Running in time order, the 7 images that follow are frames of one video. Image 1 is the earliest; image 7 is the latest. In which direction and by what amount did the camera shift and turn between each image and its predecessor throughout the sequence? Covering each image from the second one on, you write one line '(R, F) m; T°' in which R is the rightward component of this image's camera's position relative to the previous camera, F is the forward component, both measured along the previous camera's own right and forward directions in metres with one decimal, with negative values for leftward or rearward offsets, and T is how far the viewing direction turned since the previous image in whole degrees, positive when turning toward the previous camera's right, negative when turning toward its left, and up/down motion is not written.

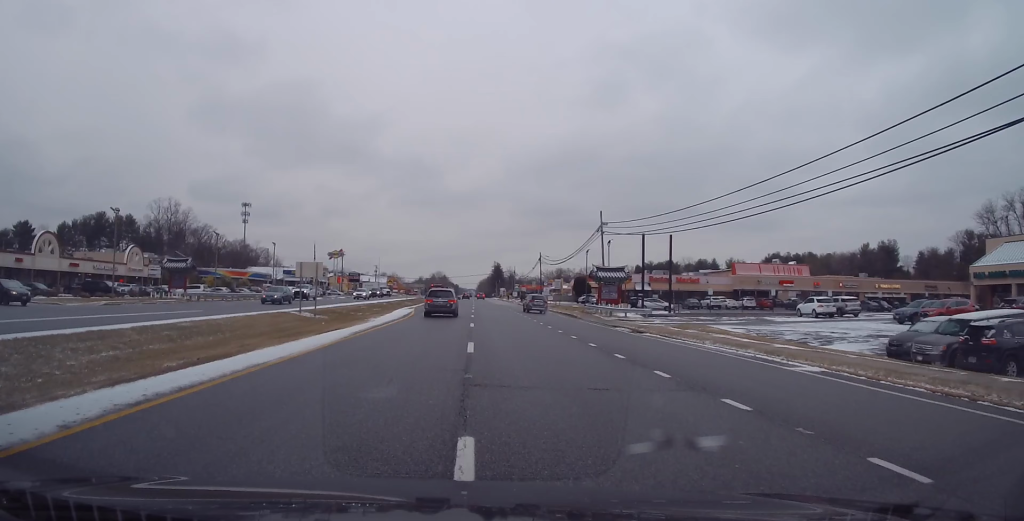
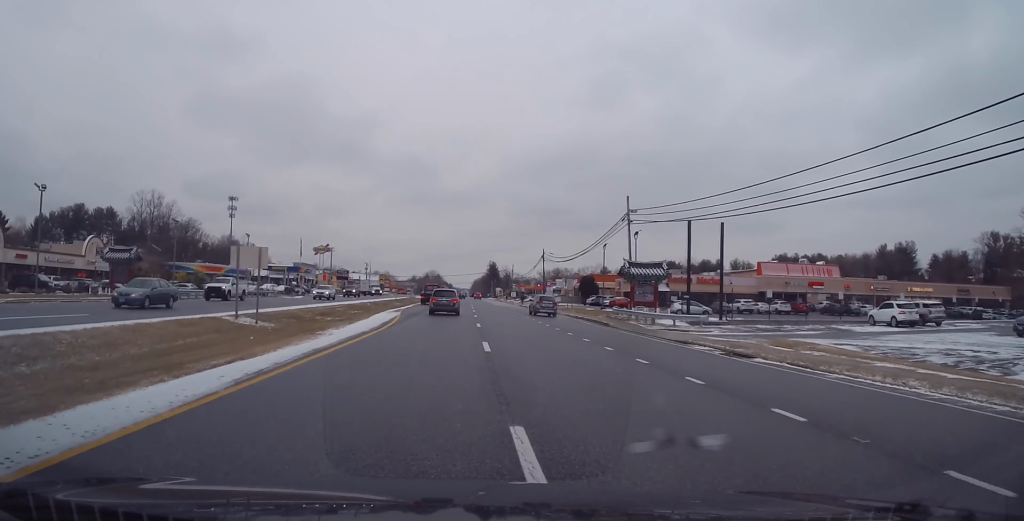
(+0.1, +11.5) m; 0°
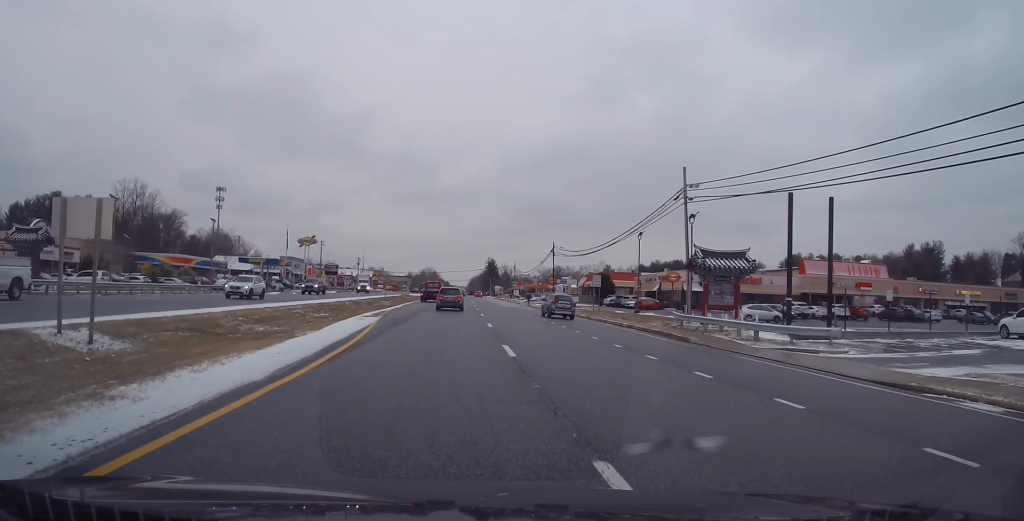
(+0.1, +13.6) m; 0°
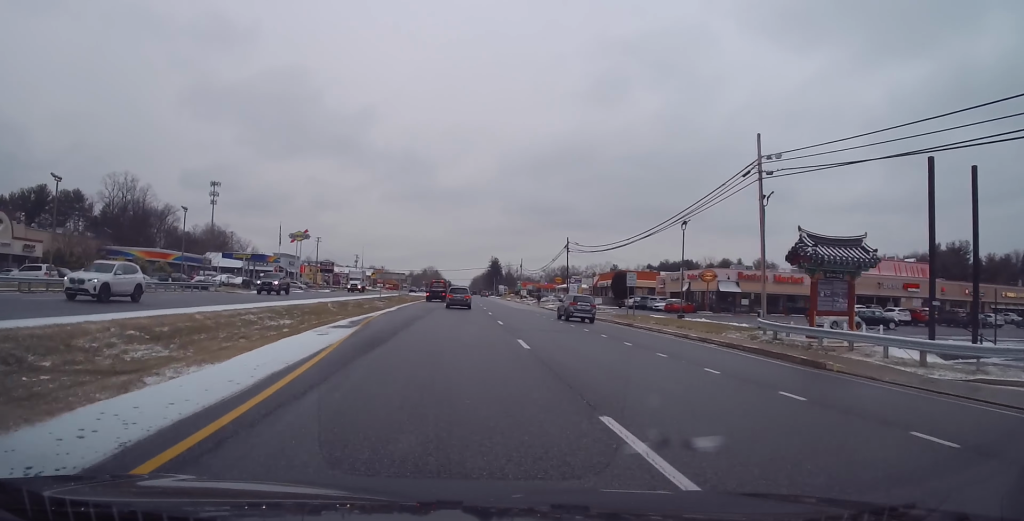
(-0.1, +10.6) m; 0°
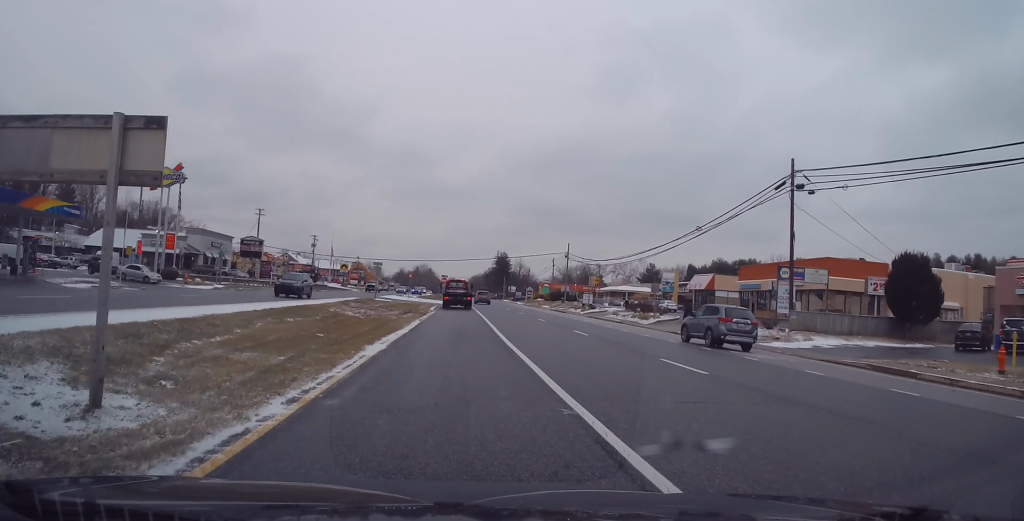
(-0.5, +64.9) m; 0°
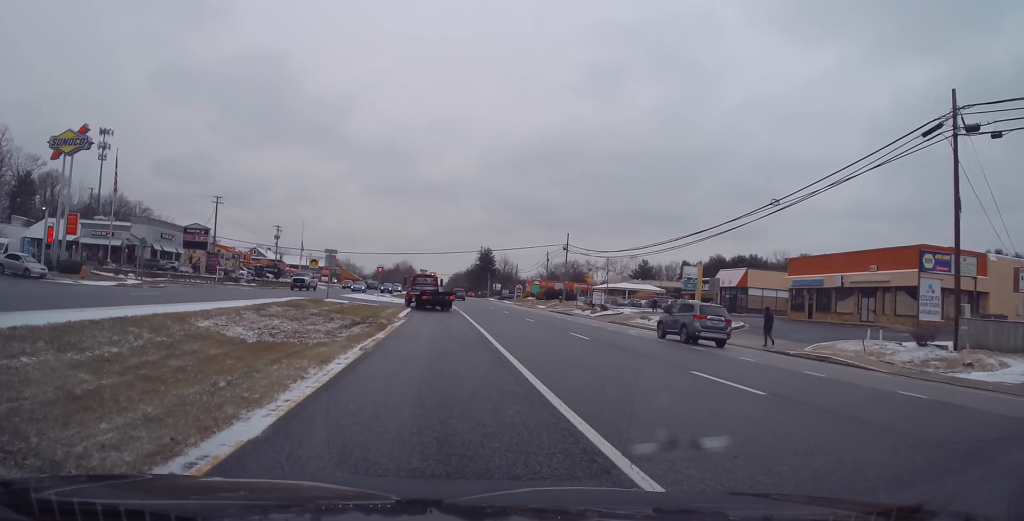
(+0.6, +15.0) m; +3°
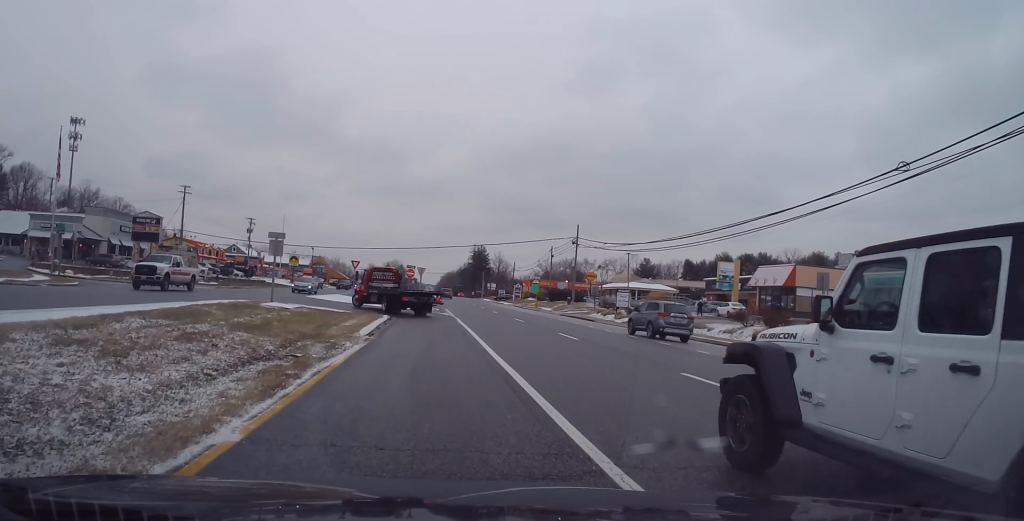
(+0.2, +11.8) m; +1°
